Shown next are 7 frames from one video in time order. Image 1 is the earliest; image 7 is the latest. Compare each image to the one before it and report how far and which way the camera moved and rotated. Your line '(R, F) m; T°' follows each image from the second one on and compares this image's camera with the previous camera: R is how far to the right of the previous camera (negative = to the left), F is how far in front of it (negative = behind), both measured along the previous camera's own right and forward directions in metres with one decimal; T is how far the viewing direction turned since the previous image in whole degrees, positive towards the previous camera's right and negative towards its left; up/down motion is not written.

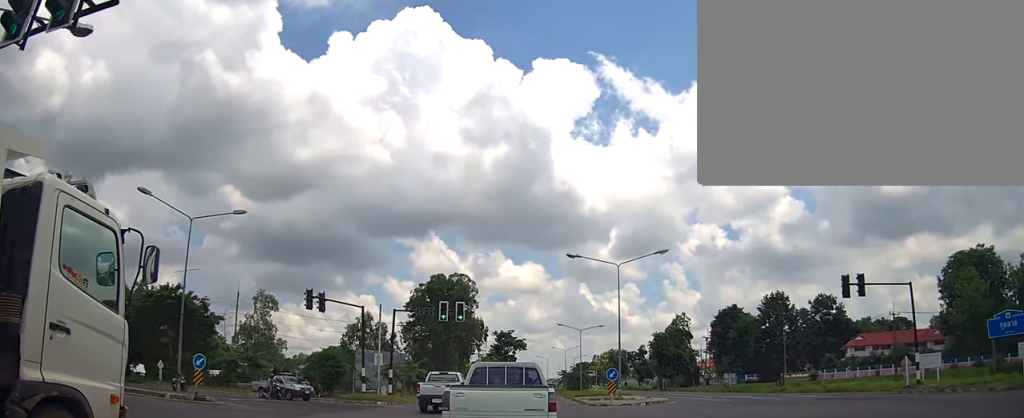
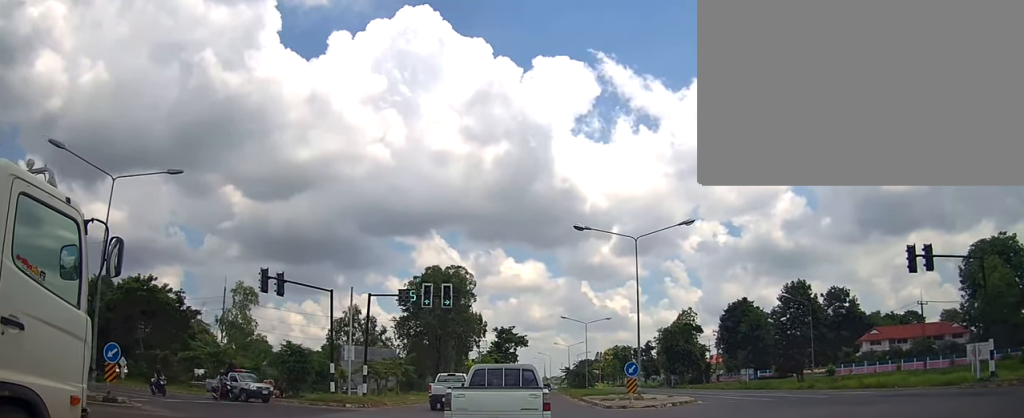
(-0.1, +6.6) m; 0°
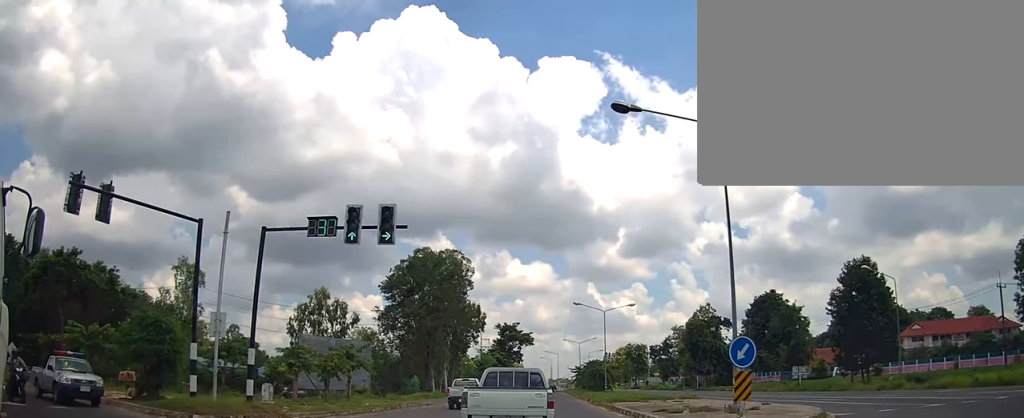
(+0.5, +13.5) m; +2°
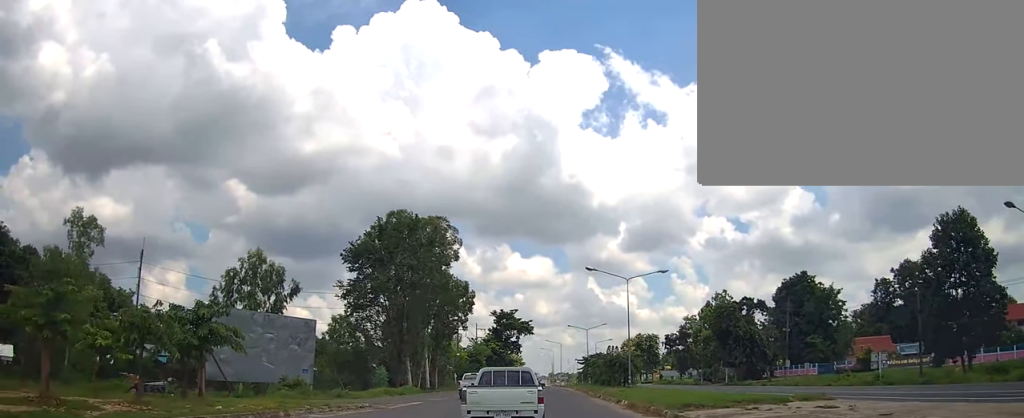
(-0.4, +15.2) m; -2°
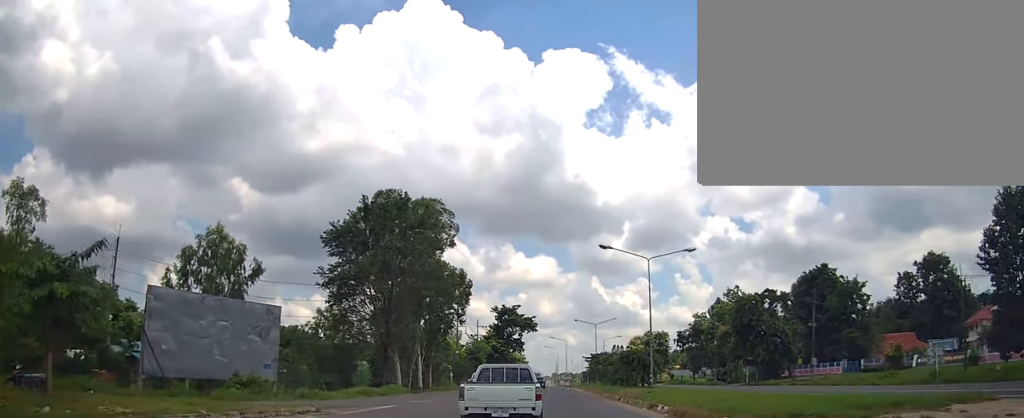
(0.0, +6.9) m; 0°
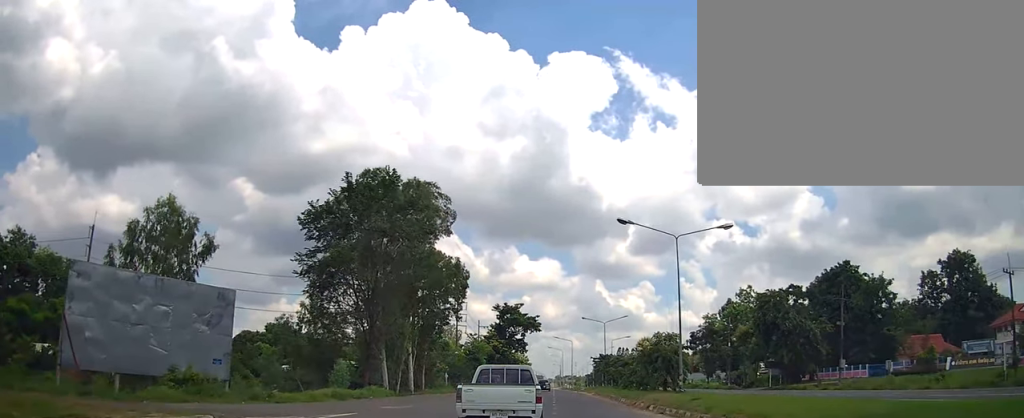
(0.0, +6.4) m; -1°
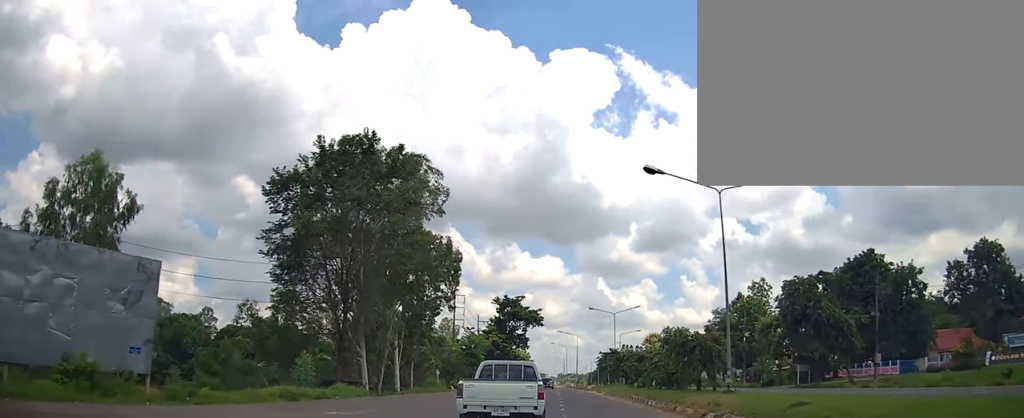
(-0.1, +7.2) m; 0°
